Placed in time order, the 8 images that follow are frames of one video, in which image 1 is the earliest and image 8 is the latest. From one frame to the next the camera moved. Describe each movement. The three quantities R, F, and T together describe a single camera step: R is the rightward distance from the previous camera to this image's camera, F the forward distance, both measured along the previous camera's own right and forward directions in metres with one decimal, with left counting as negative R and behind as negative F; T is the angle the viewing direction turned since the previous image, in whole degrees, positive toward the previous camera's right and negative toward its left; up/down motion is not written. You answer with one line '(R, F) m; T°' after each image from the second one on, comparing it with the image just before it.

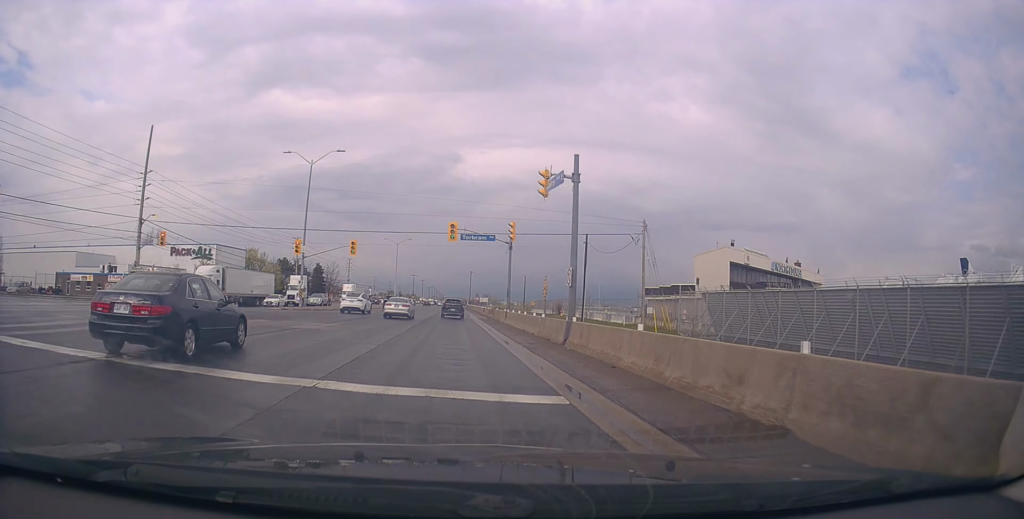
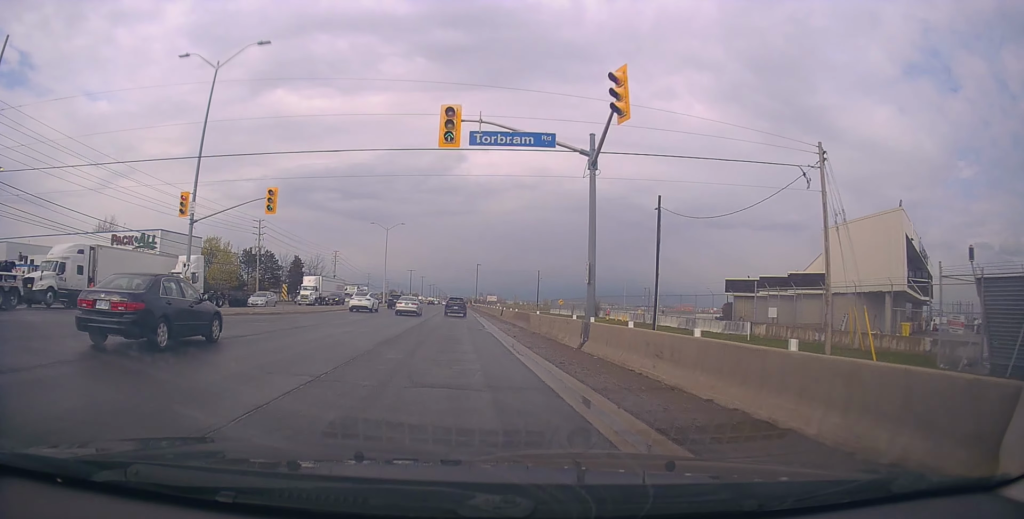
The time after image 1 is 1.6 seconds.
(+0.2, +24.0) m; +1°
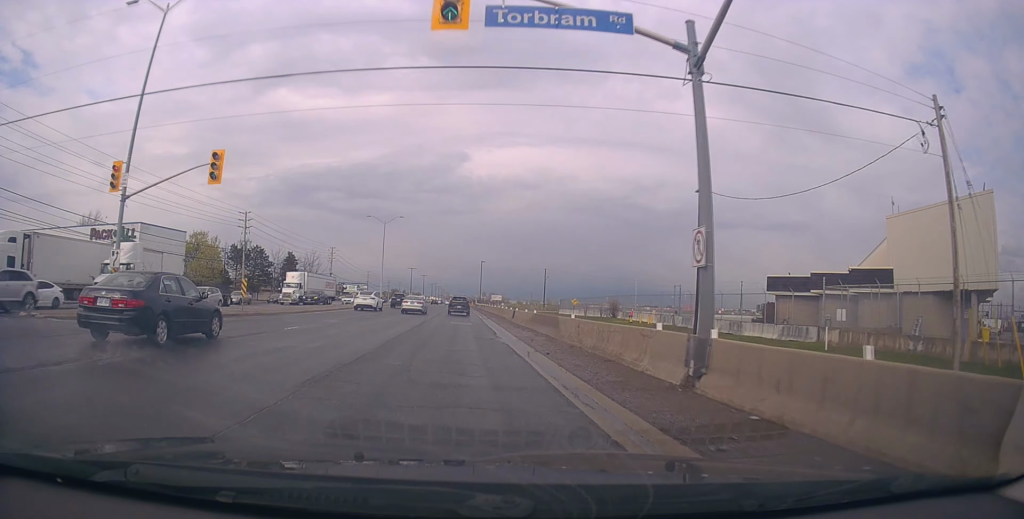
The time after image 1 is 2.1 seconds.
(0.0, +7.1) m; 0°
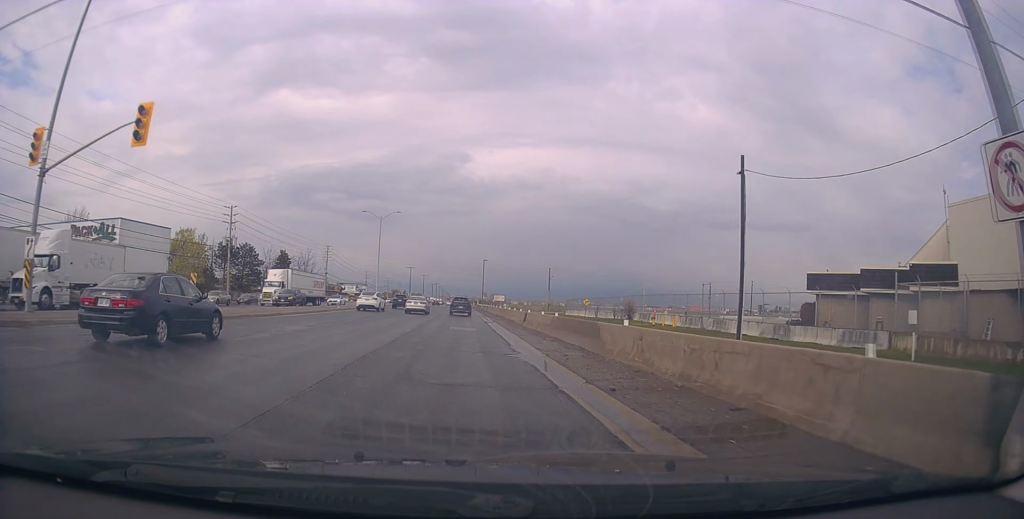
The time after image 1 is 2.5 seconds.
(0.0, +6.1) m; 0°
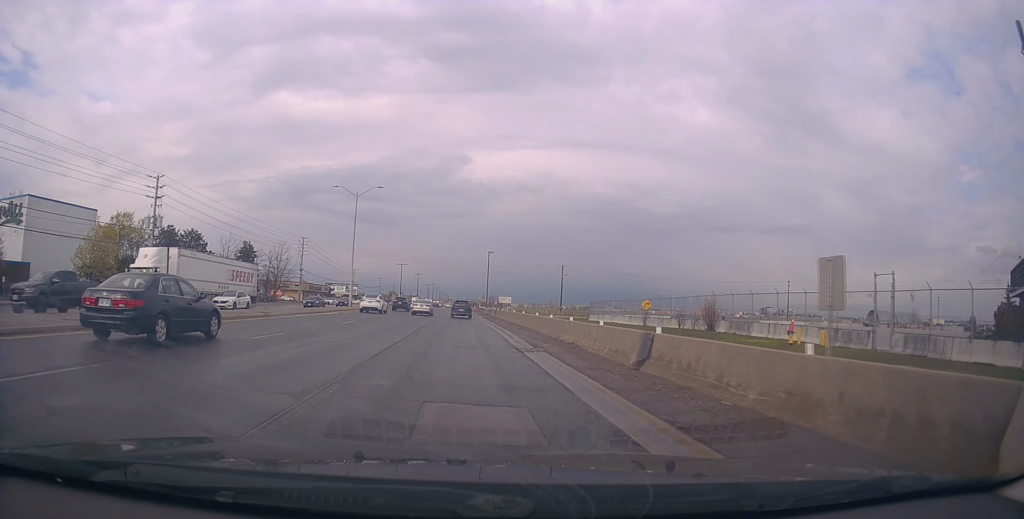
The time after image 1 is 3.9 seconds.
(+0.2, +20.2) m; +1°
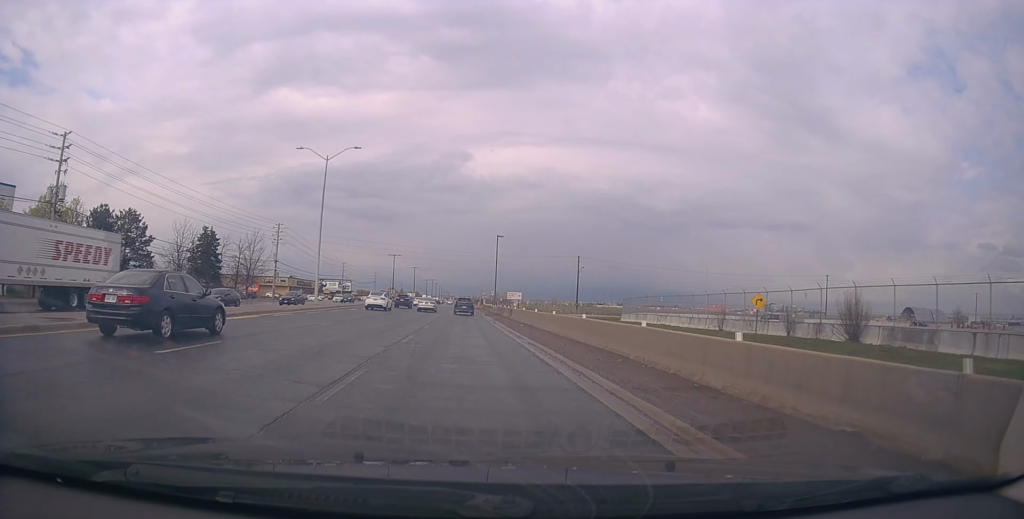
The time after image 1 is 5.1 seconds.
(-0.2, +16.9) m; -1°
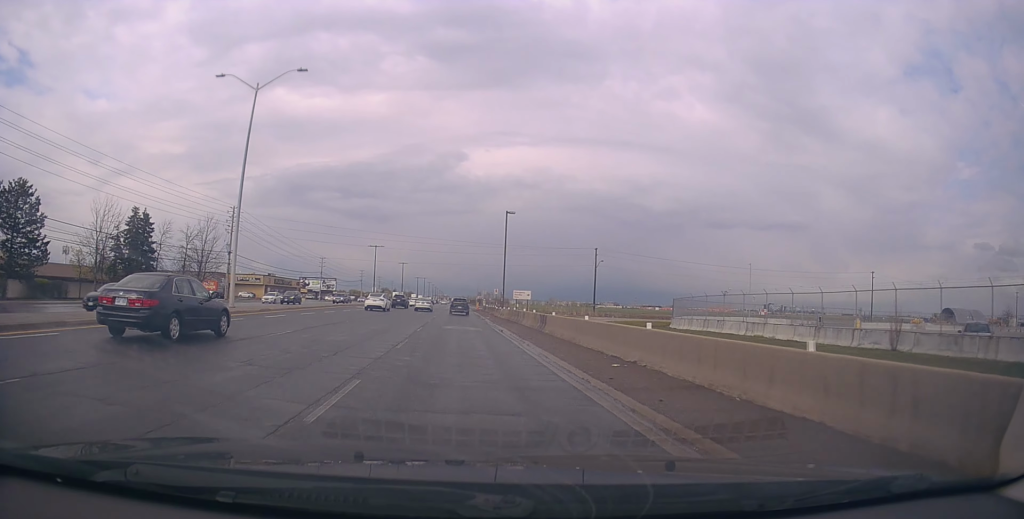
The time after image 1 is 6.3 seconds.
(+0.2, +18.4) m; 0°
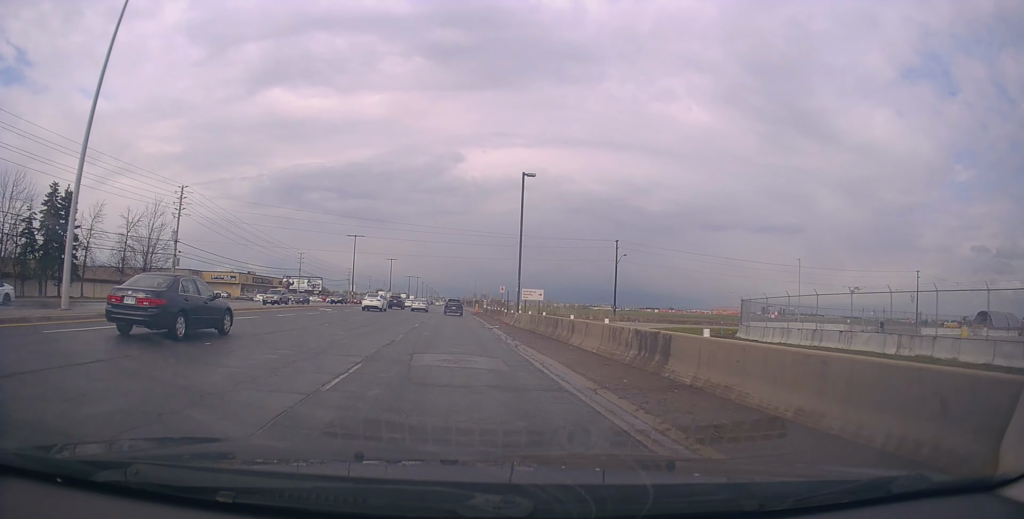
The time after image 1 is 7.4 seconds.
(-0.4, +15.3) m; 0°
